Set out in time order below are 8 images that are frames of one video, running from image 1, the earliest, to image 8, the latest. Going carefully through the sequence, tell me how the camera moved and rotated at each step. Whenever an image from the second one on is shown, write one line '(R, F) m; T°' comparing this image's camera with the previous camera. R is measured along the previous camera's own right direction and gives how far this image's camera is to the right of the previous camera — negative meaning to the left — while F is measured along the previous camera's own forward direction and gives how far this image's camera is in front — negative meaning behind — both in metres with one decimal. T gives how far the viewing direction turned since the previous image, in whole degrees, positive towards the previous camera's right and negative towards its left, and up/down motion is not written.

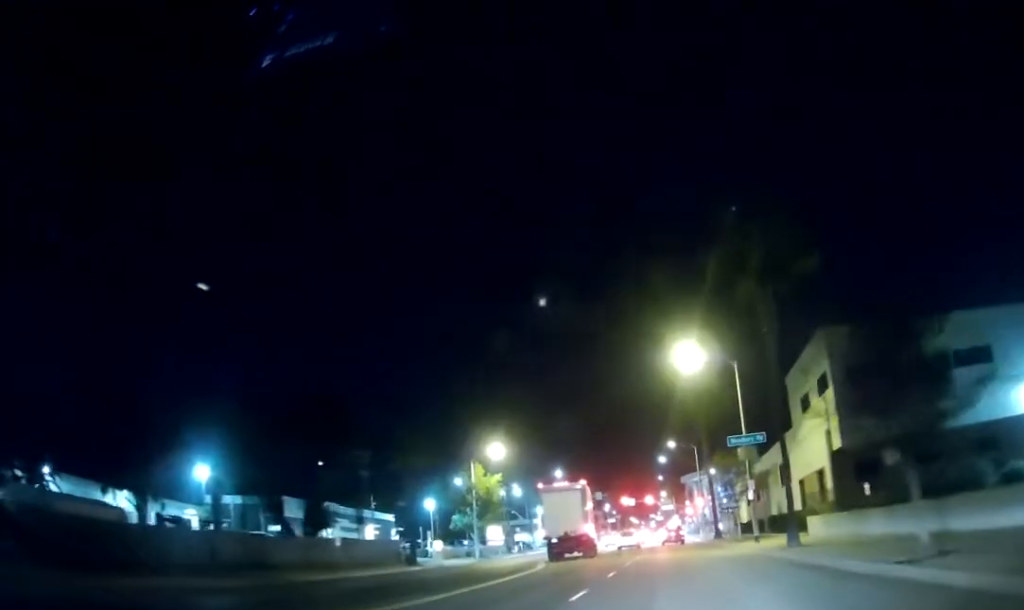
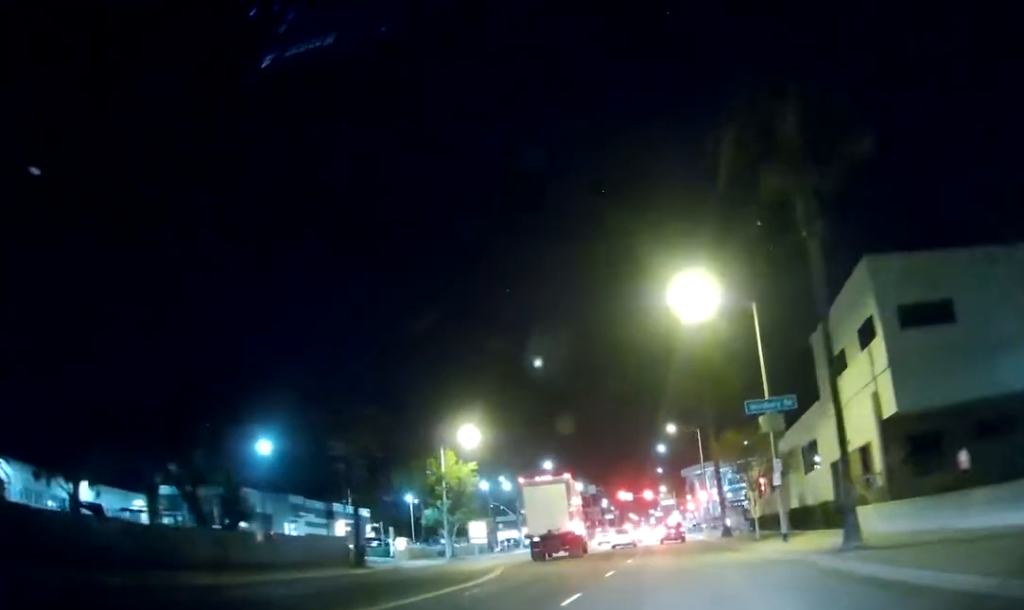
(0.0, +9.5) m; 0°
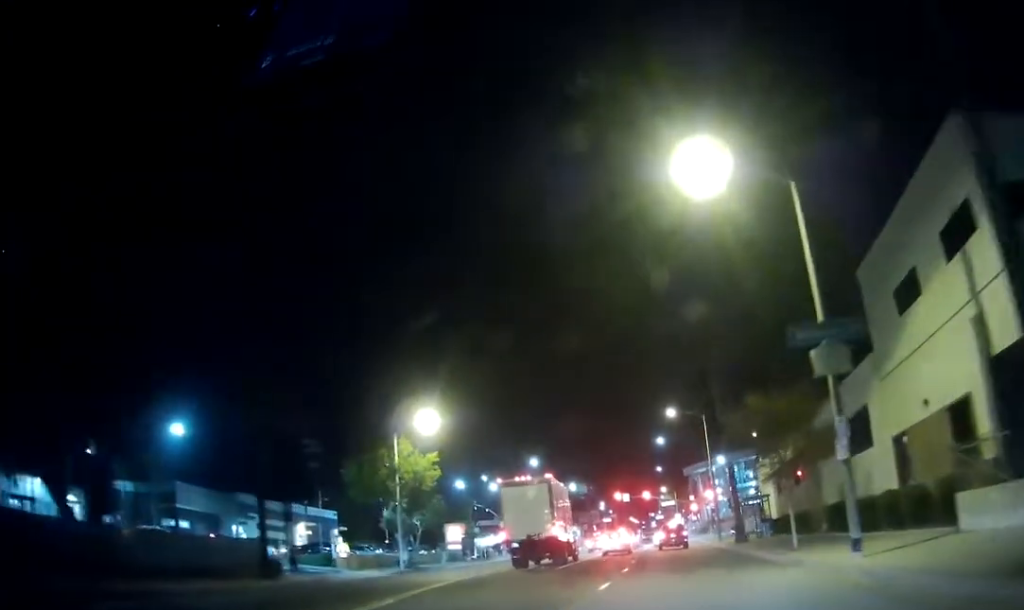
(0.0, +11.2) m; 0°
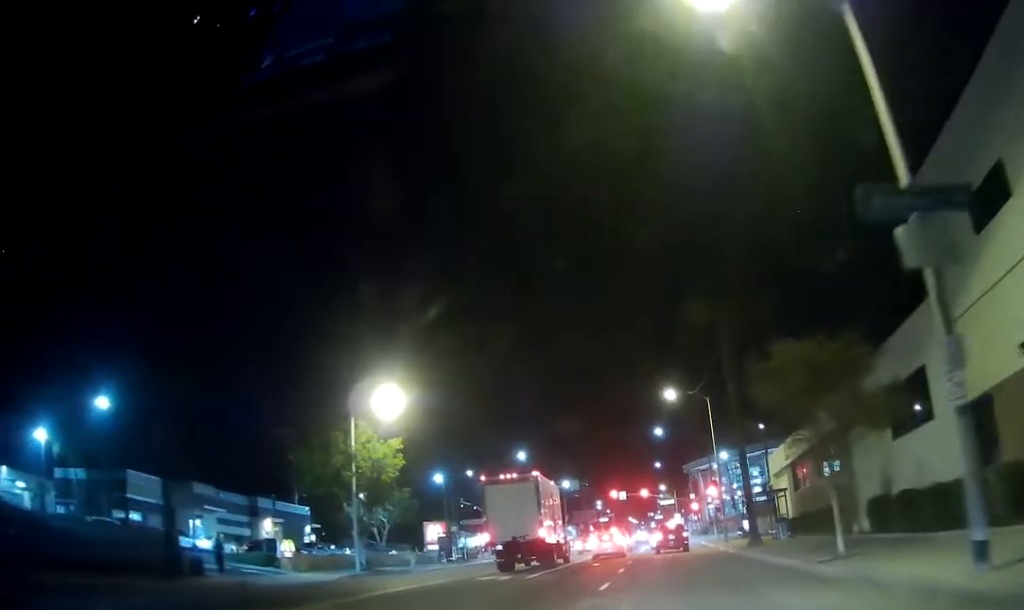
(0.0, +7.4) m; 0°
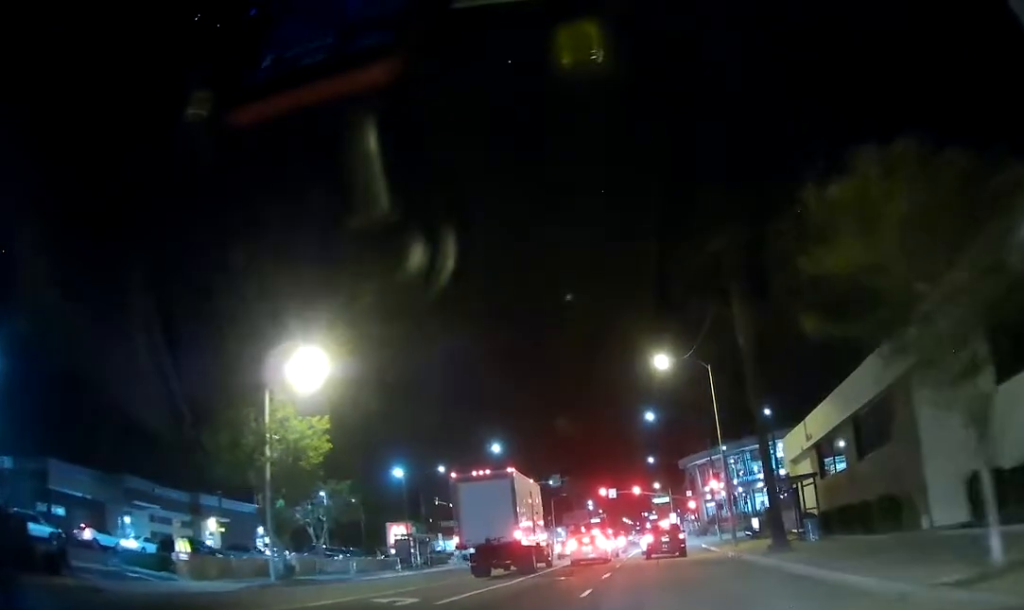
(0.0, +10.7) m; 0°
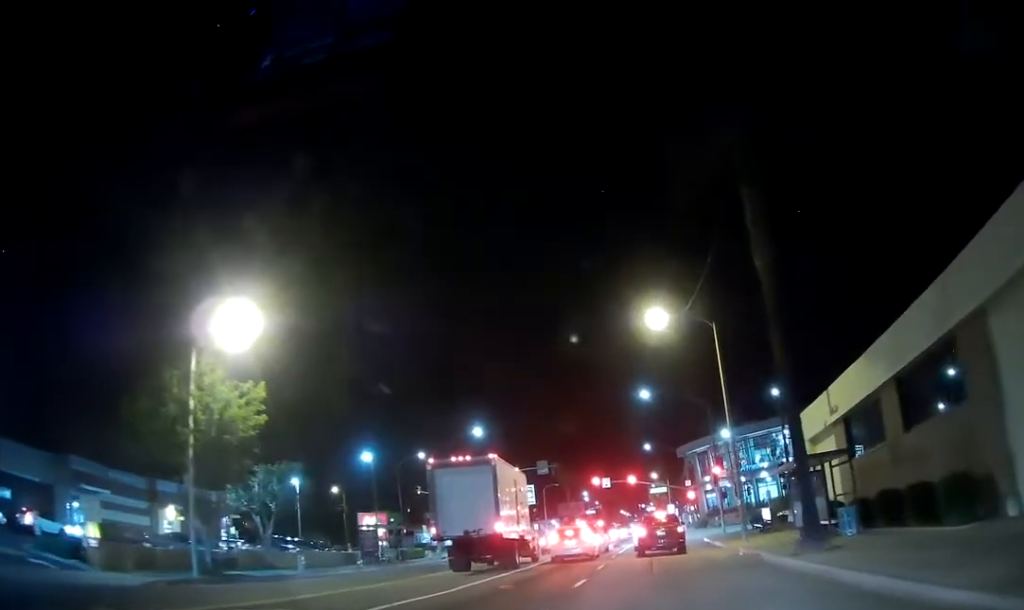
(0.0, +6.8) m; 0°
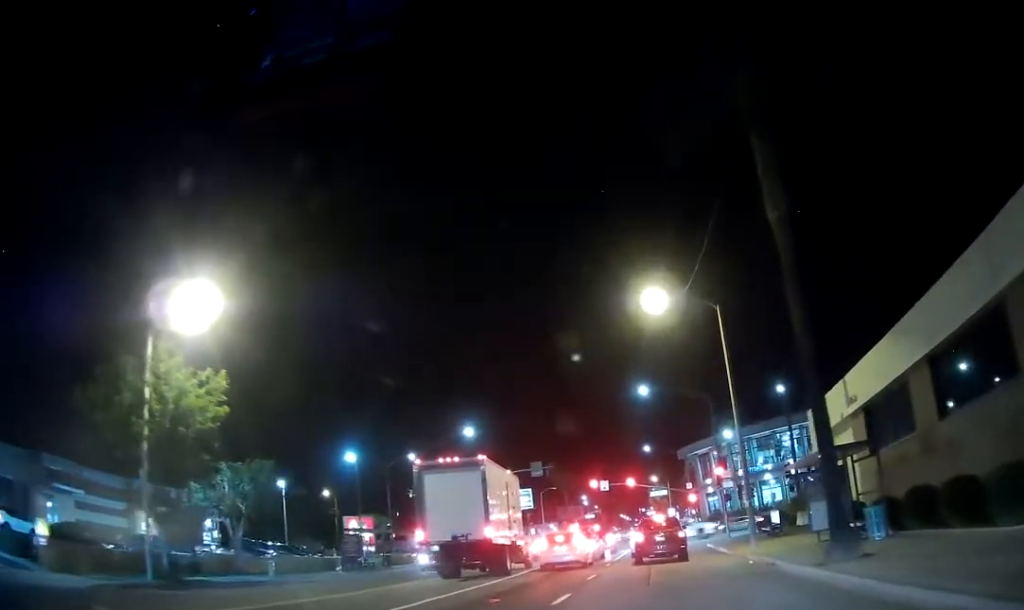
(0.0, +3.2) m; 0°
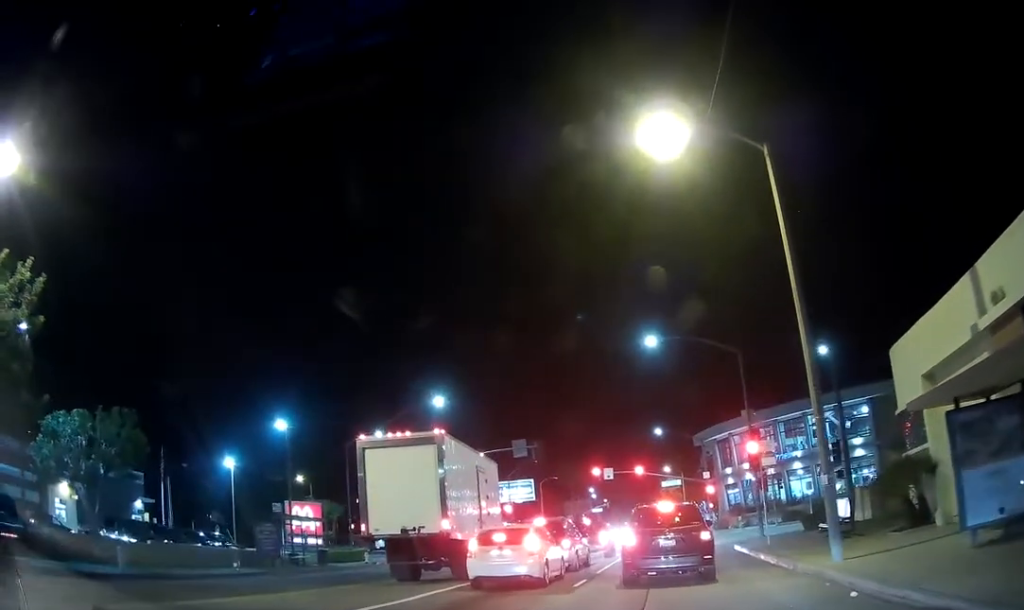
(0.0, +14.3) m; 0°
